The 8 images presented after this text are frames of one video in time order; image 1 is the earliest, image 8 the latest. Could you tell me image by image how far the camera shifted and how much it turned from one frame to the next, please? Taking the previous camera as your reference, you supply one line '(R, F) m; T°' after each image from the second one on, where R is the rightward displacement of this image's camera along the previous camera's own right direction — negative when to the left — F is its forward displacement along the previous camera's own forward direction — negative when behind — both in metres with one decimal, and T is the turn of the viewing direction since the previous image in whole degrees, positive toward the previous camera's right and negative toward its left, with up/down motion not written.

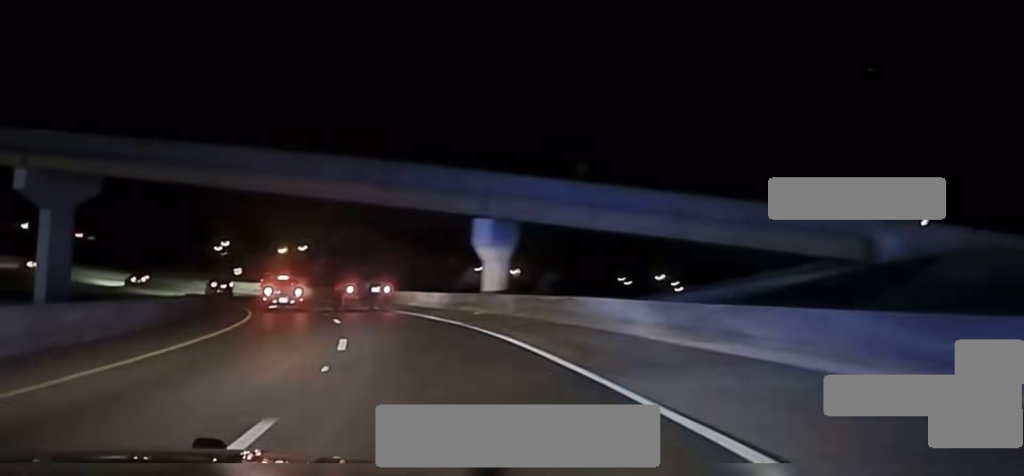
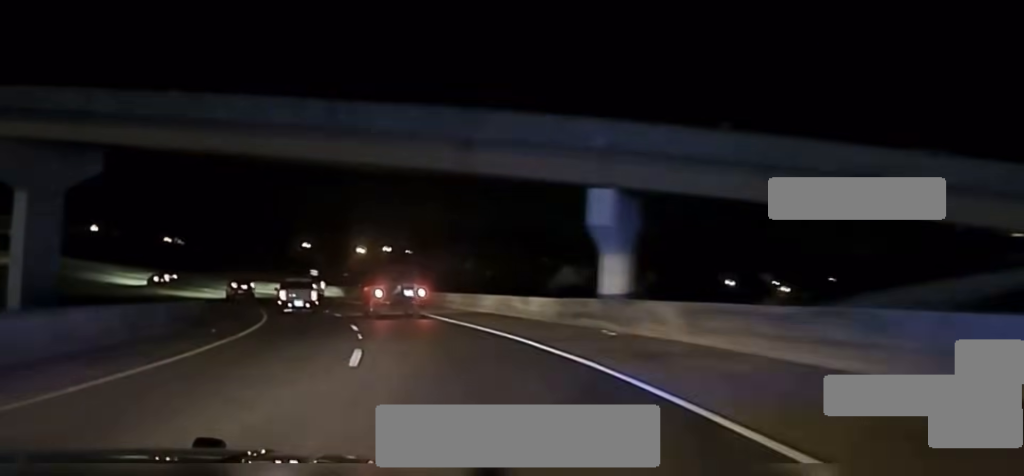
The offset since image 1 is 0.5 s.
(-1.3, +15.6) m; -6°
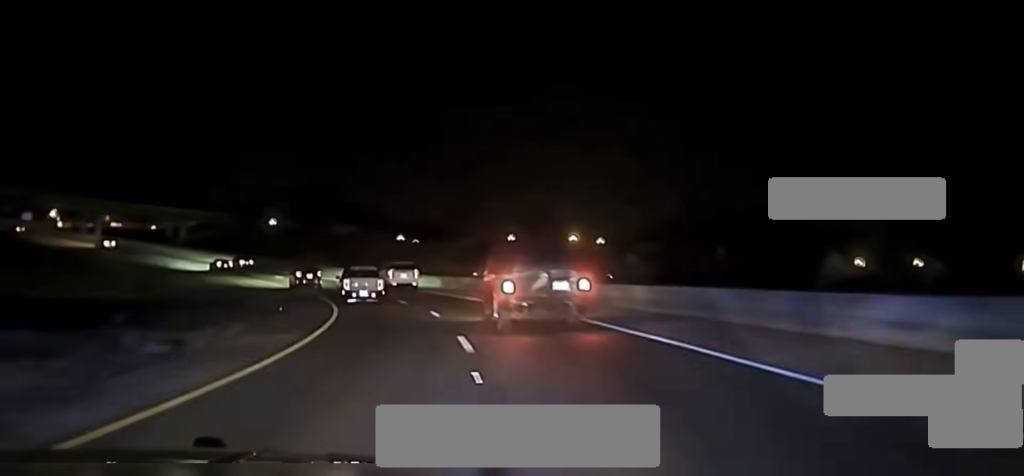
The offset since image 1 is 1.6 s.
(-3.7, +35.0) m; -11°
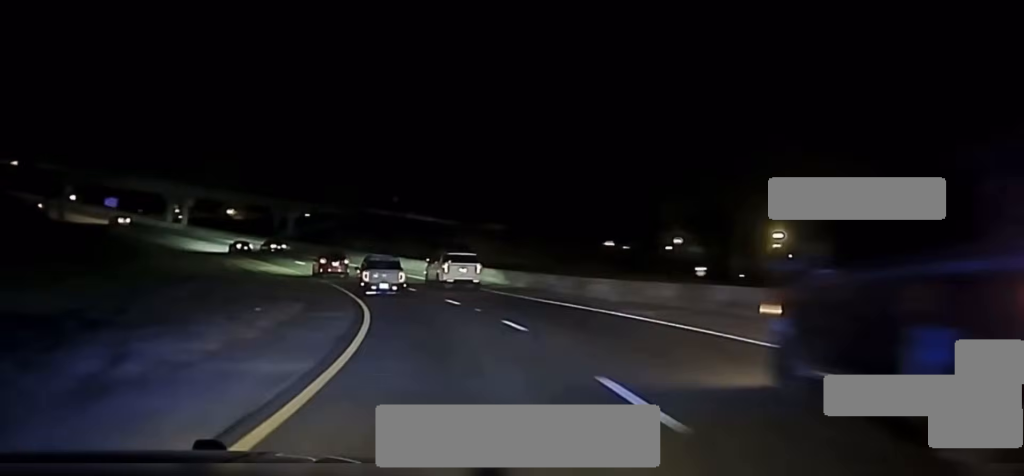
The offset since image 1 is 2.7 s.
(-2.7, +32.8) m; -10°
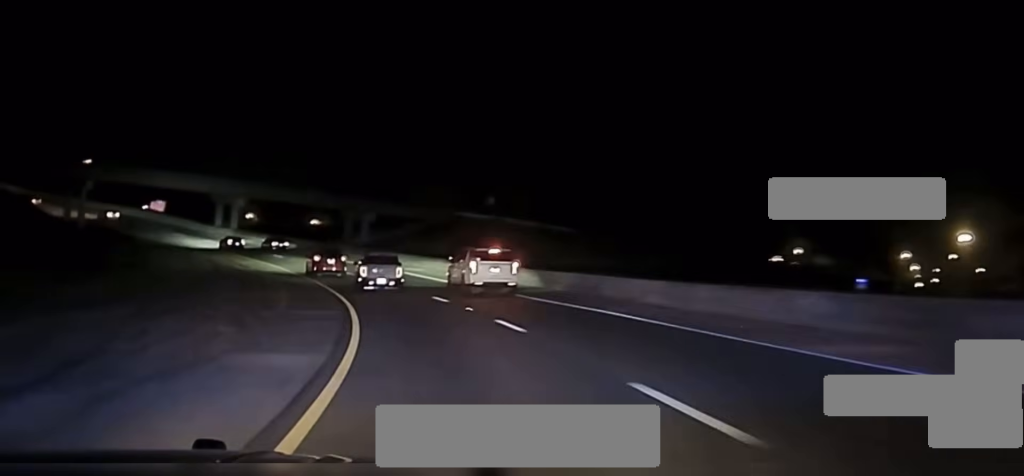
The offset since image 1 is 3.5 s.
(-1.7, +25.3) m; -8°
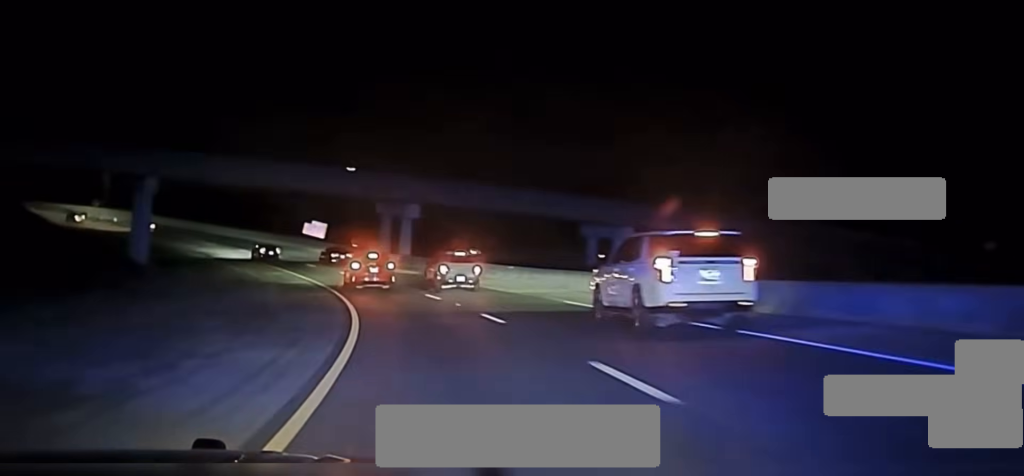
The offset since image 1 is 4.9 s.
(-5.3, +46.1) m; -14°
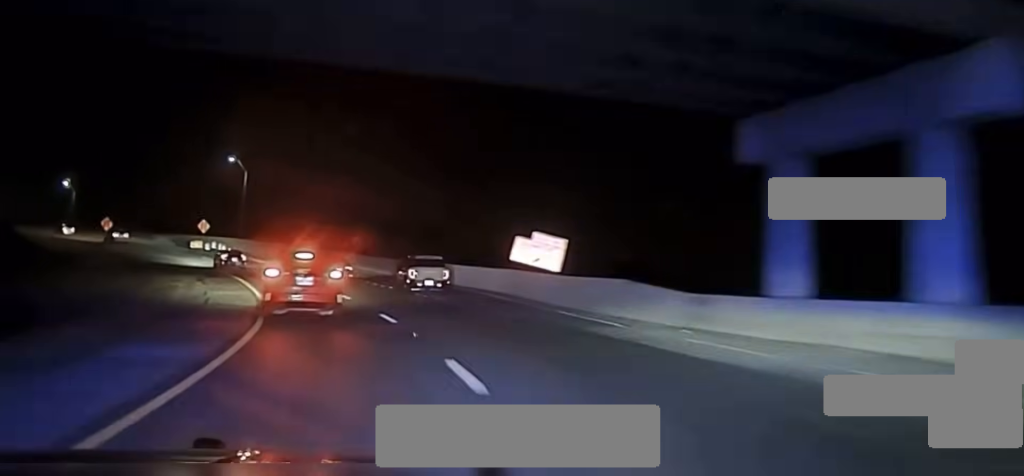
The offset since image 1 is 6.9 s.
(-9.6, +57.8) m; -17°
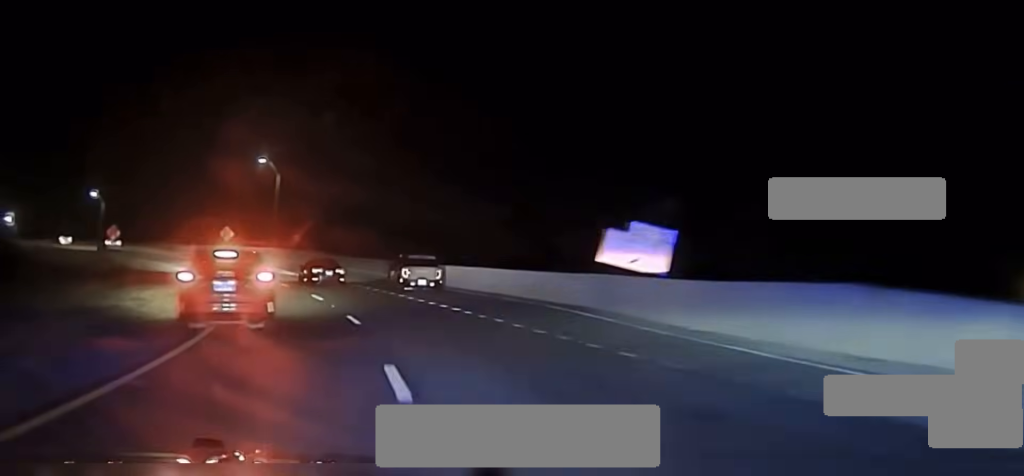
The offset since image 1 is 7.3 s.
(-0.4, +13.2) m; -3°
